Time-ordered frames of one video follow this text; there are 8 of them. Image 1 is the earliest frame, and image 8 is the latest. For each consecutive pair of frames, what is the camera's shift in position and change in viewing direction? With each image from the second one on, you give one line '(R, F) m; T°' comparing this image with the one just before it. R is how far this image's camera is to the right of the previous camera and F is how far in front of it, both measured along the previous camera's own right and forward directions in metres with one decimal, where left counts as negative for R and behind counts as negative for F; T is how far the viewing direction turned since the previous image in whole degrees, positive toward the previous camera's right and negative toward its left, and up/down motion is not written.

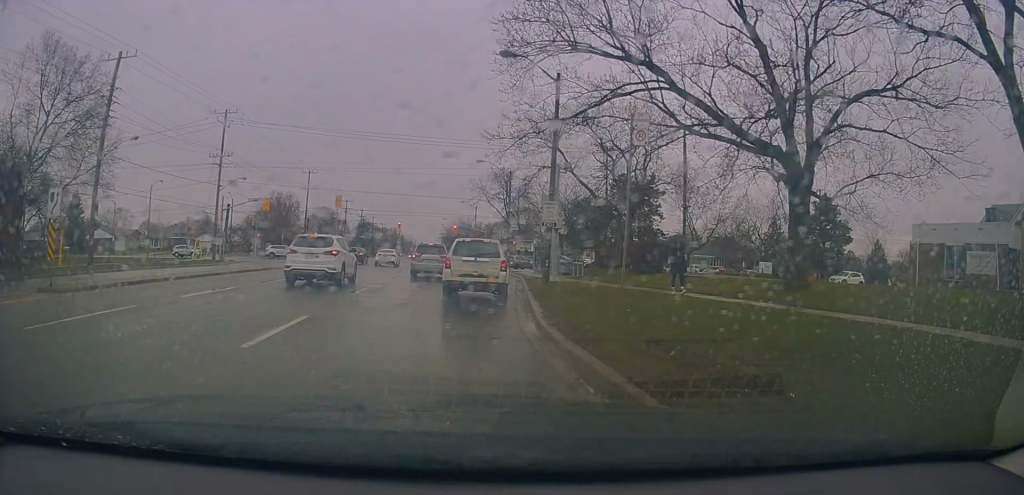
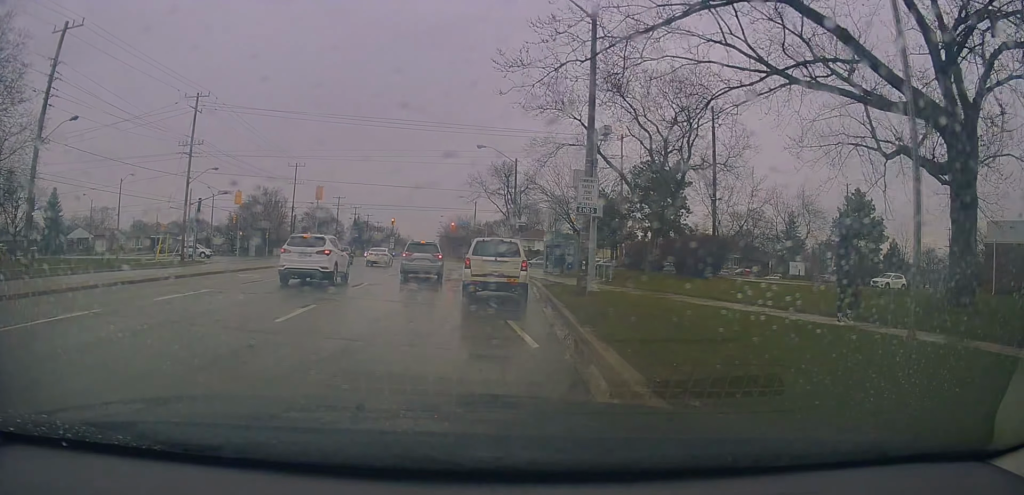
(+0.2, +7.2) m; +2°
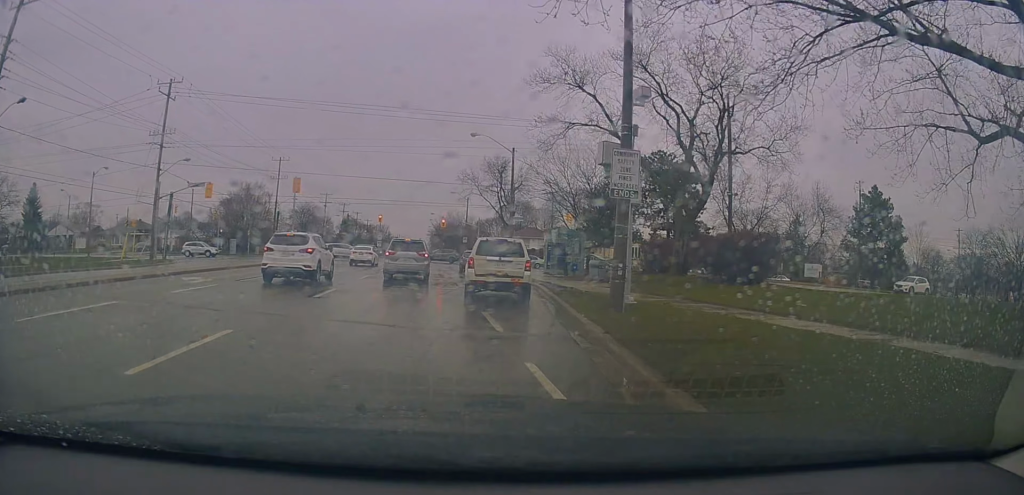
(0.0, +4.3) m; +1°
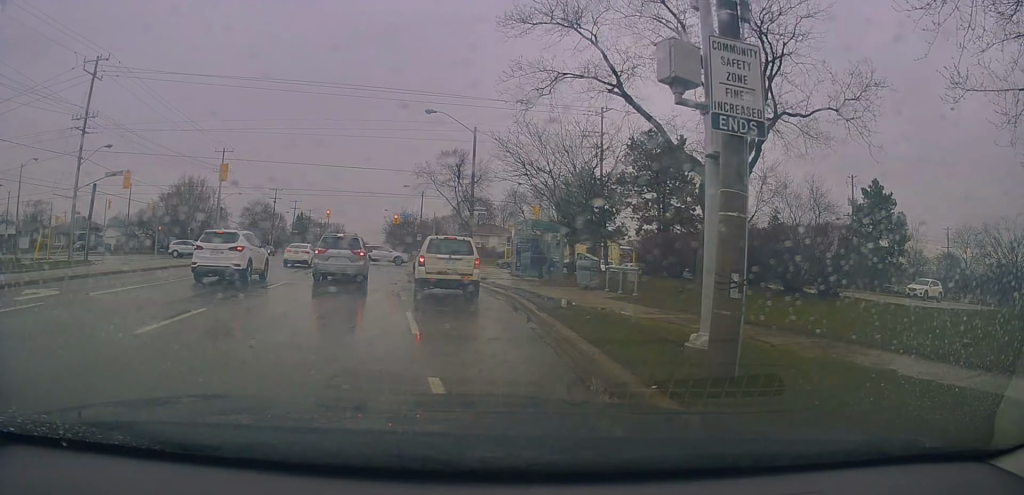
(+0.1, +6.8) m; +3°
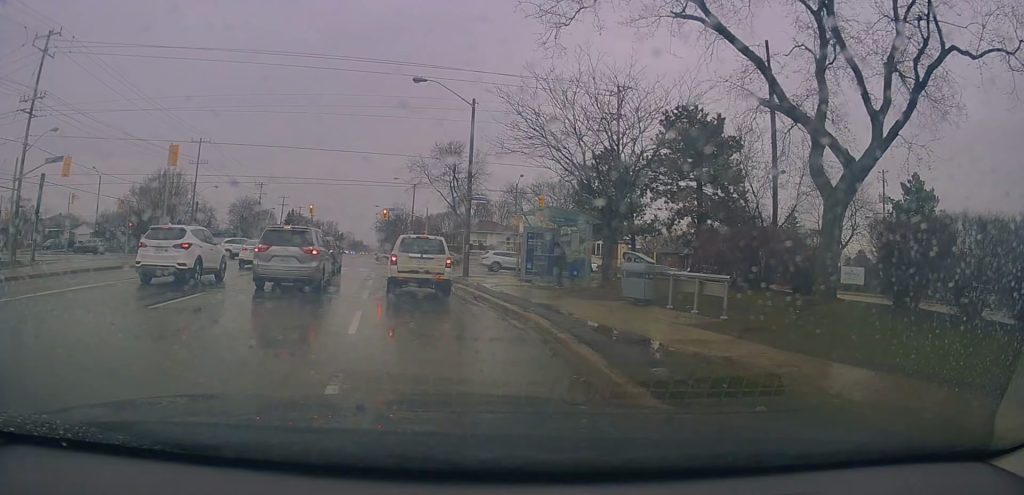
(+0.2, +6.5) m; -1°
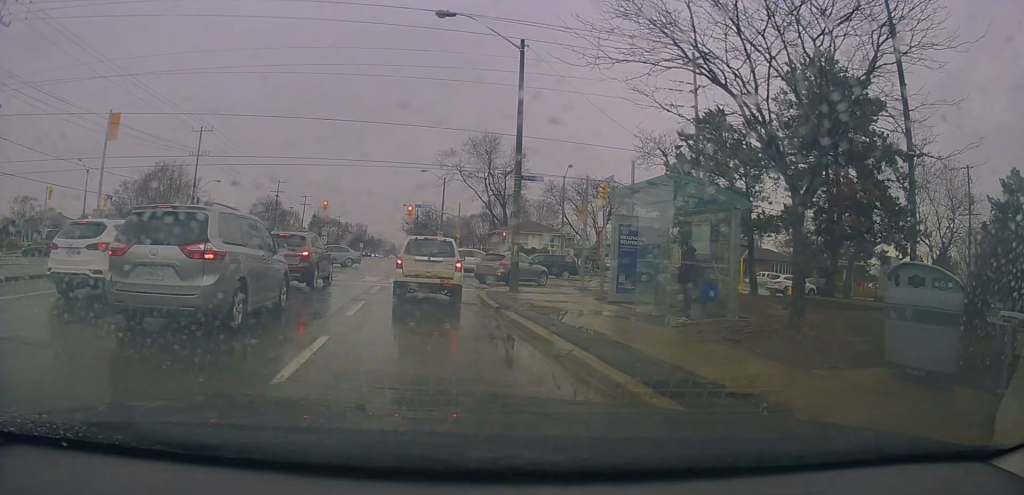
(-0.5, +8.5) m; -4°
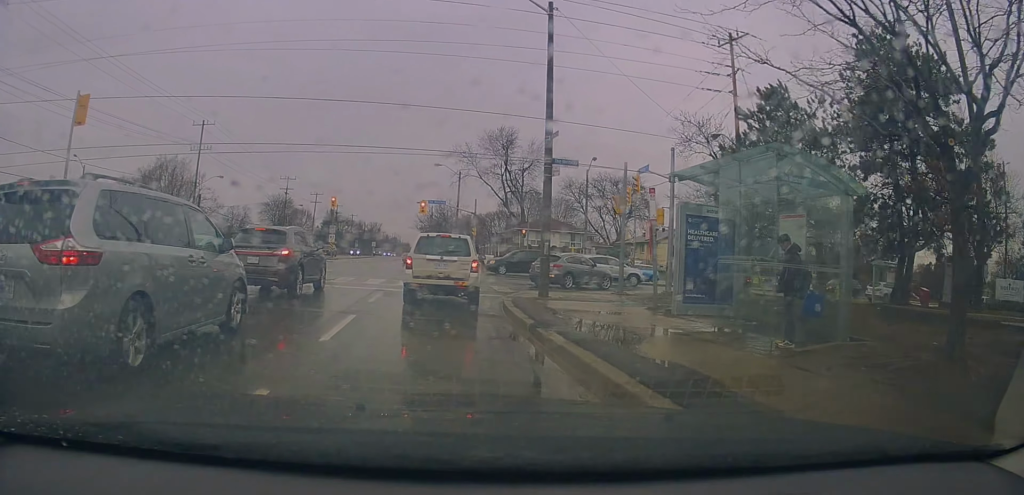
(+0.3, +3.1) m; -3°
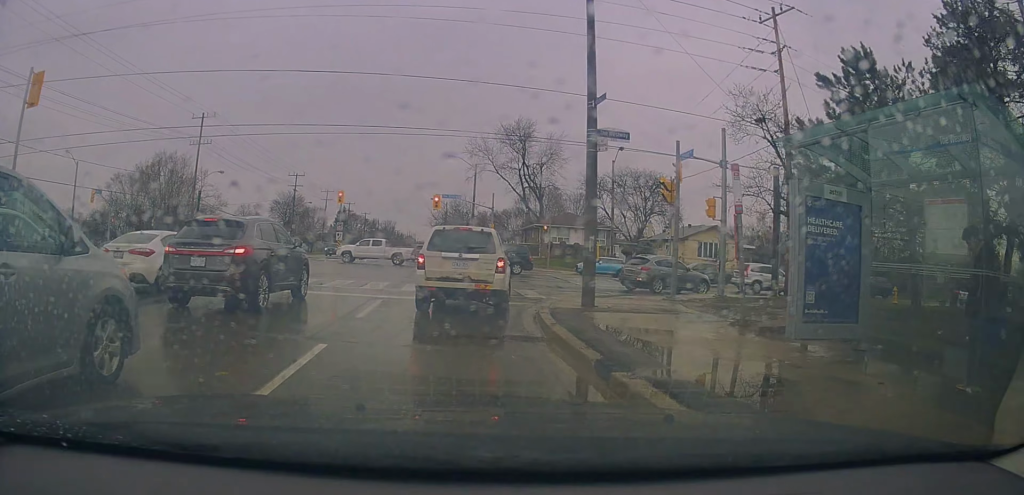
(-0.4, +3.3) m; -5°
